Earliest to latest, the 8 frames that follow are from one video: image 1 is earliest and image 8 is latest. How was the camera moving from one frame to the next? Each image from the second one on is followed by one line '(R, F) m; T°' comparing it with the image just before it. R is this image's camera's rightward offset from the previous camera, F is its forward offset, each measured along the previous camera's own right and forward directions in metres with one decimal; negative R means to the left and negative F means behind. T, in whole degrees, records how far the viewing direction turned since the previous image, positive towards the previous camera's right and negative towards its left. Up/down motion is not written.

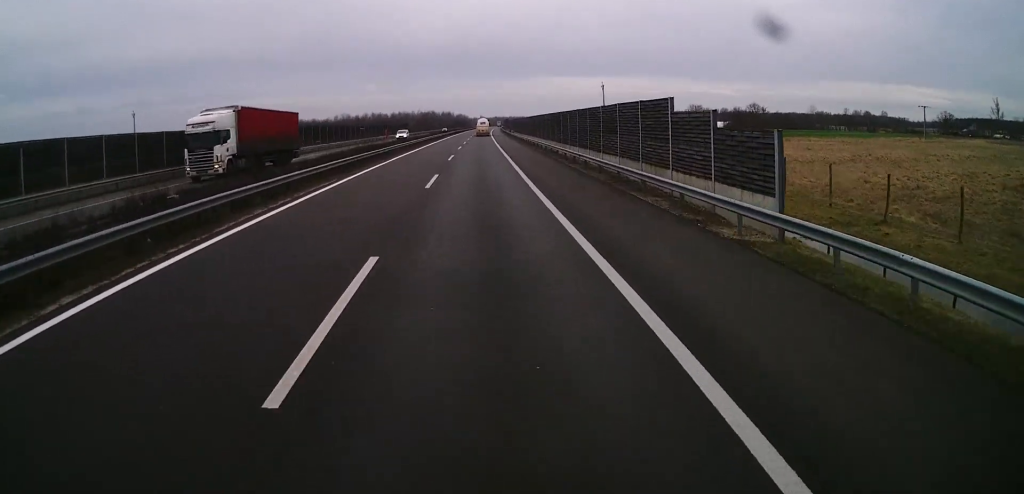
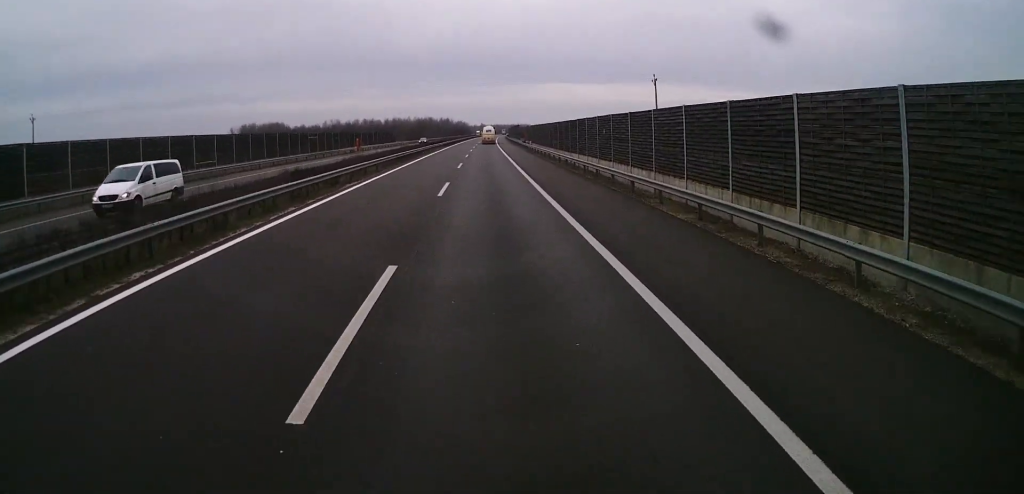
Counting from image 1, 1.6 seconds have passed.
(+0.7, +36.3) m; 0°
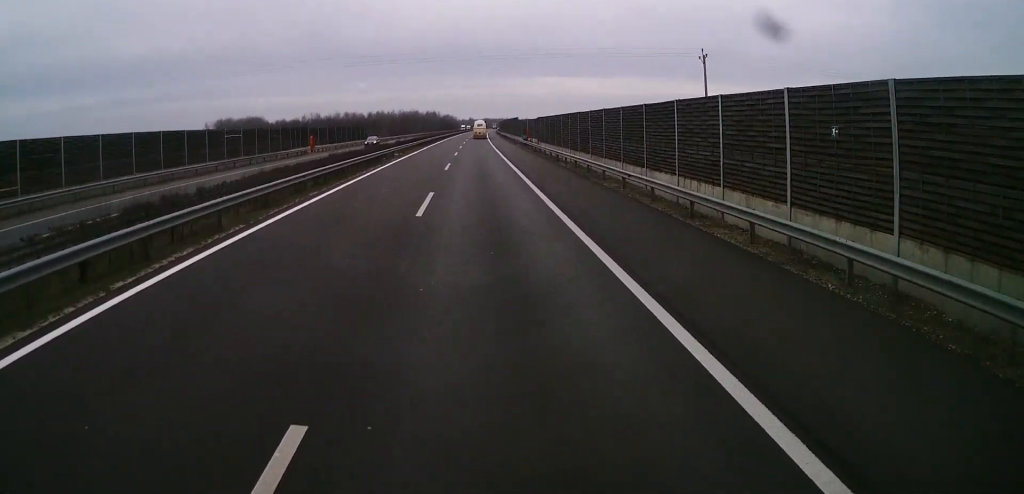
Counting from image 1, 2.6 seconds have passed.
(-0.6, +23.9) m; -1°
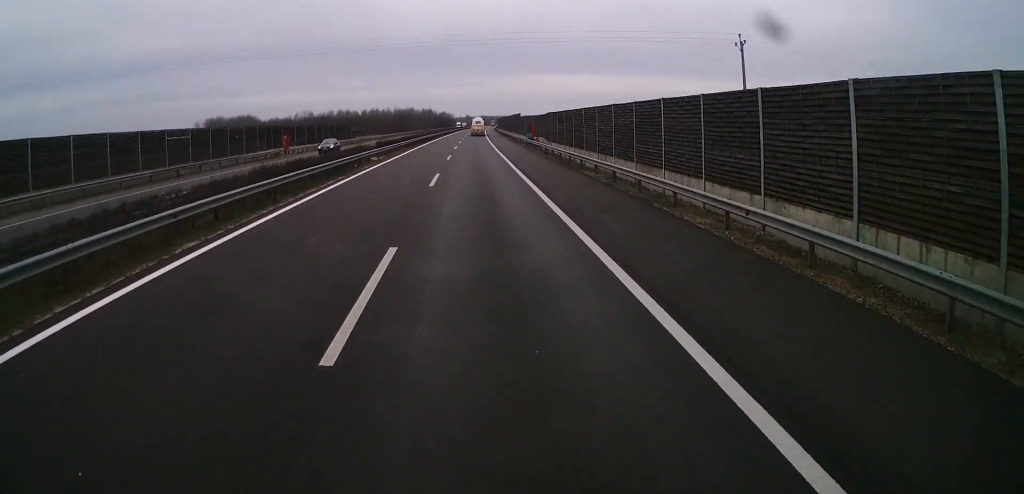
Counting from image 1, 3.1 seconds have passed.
(+0.1, +10.8) m; 0°
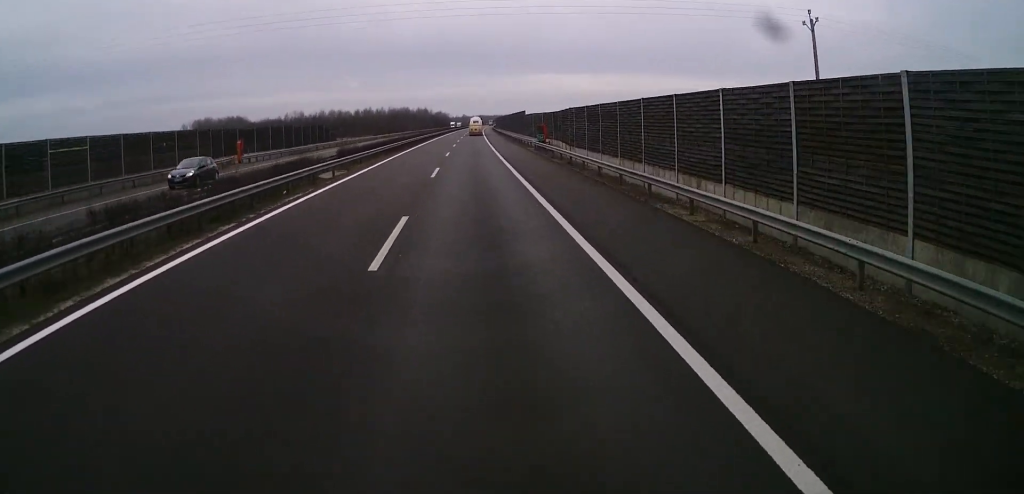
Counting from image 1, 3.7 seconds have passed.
(+0.2, +13.9) m; +1°
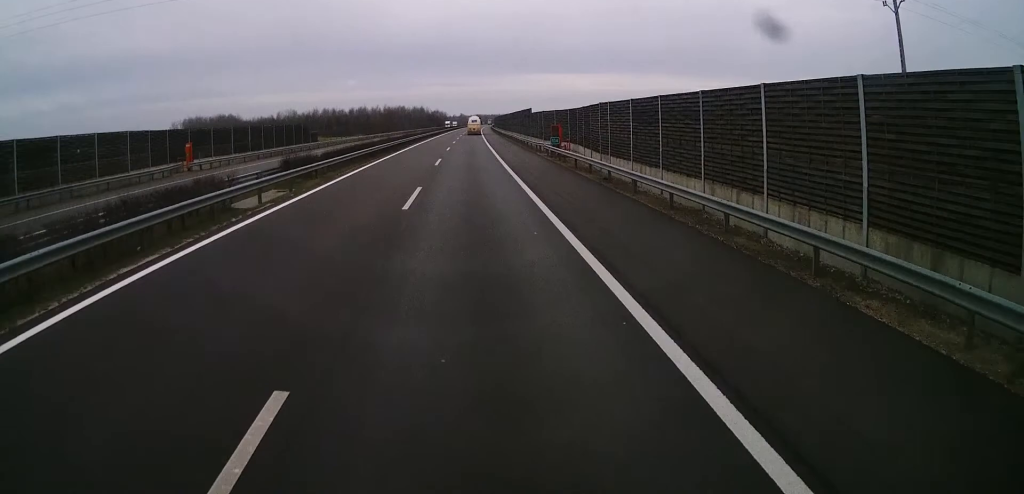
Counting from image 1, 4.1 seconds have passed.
(0.0, +10.8) m; 0°
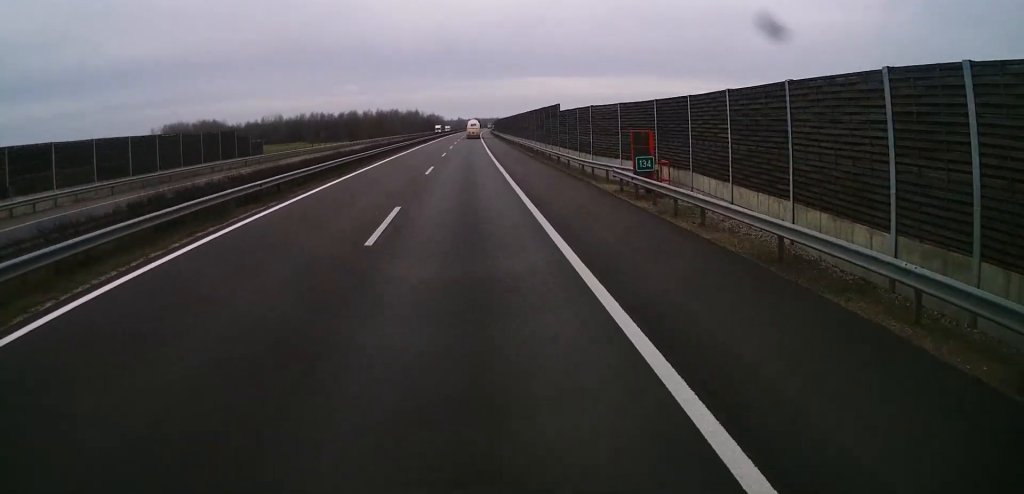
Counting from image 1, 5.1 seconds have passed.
(+0.1, +23.0) m; +1°
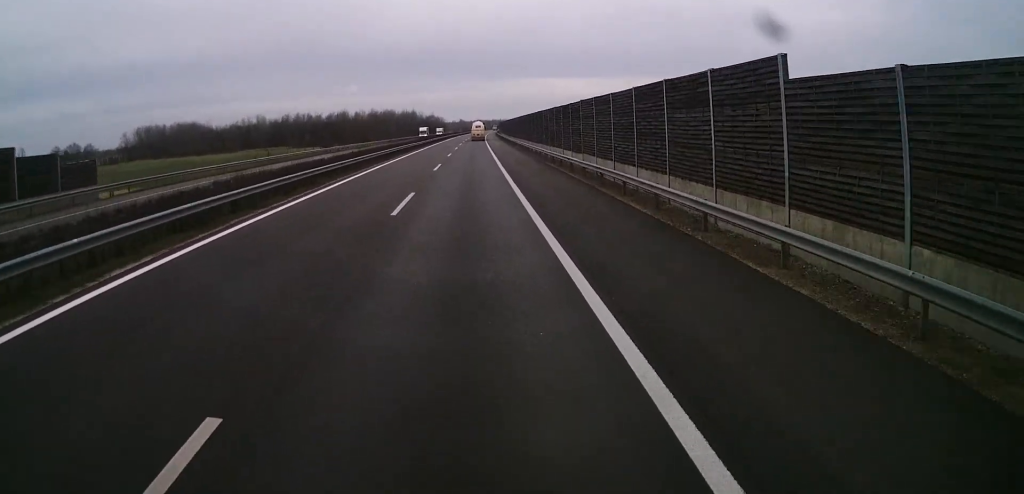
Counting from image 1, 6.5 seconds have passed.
(+0.3, +32.1) m; 0°
